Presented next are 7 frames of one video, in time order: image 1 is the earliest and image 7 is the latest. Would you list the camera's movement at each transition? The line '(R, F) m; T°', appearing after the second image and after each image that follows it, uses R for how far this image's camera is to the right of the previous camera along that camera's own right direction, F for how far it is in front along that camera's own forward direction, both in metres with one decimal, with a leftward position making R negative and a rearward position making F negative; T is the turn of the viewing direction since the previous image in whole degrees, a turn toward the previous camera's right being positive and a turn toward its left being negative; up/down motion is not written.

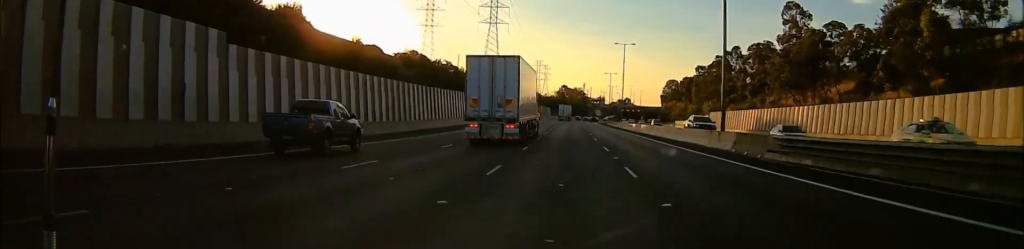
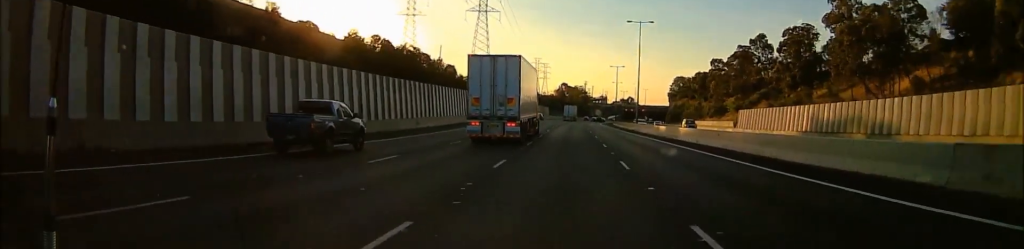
(+0.2, +22.2) m; 0°
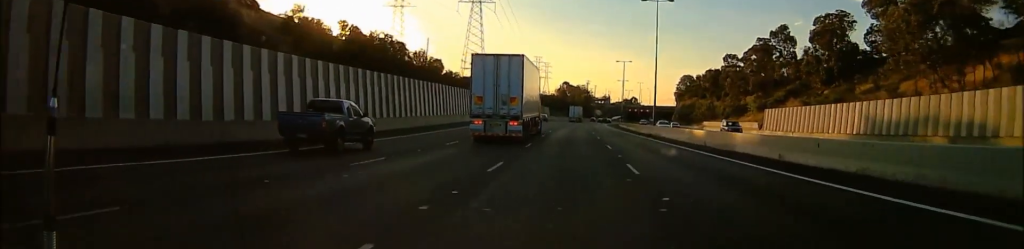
(+0.1, +13.9) m; -1°
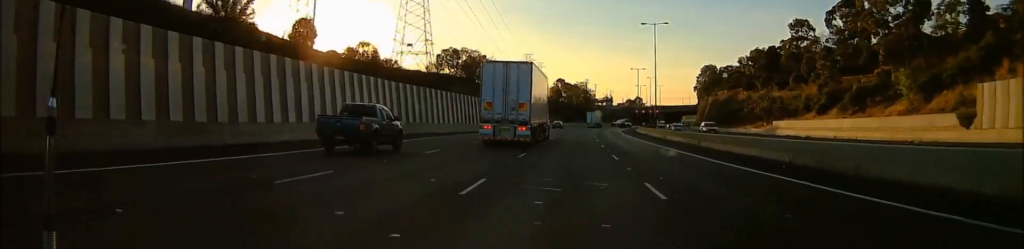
(-1.4, +53.5) m; +1°
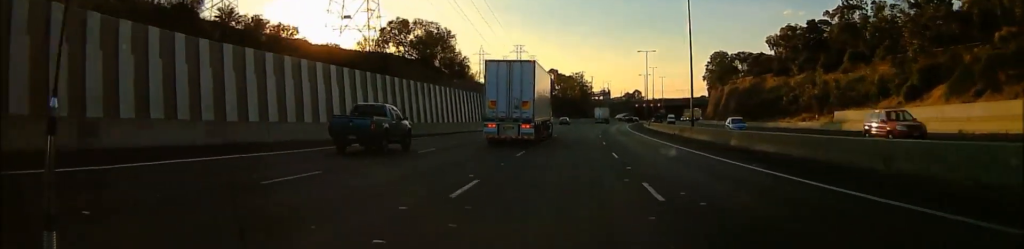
(+1.1, +23.7) m; 0°
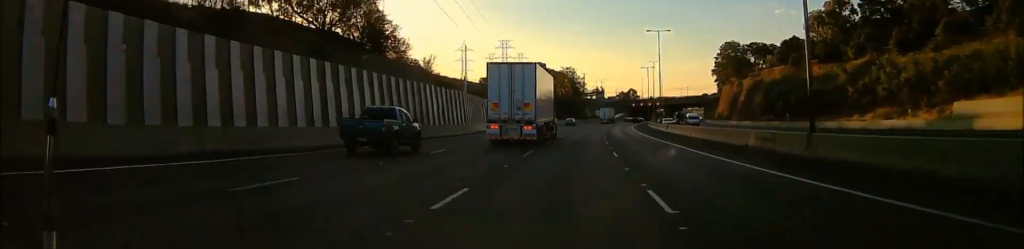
(-0.7, +25.4) m; +1°
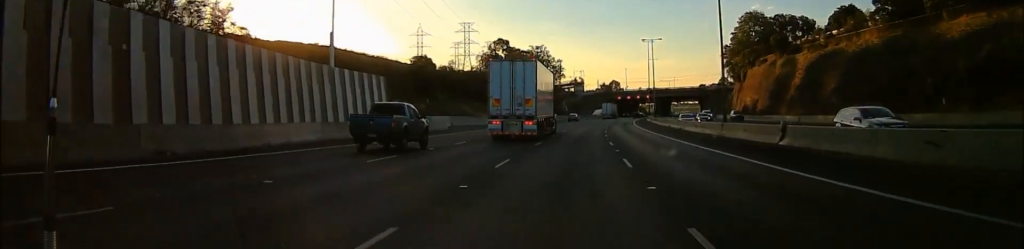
(+2.7, +43.8) m; +5°
